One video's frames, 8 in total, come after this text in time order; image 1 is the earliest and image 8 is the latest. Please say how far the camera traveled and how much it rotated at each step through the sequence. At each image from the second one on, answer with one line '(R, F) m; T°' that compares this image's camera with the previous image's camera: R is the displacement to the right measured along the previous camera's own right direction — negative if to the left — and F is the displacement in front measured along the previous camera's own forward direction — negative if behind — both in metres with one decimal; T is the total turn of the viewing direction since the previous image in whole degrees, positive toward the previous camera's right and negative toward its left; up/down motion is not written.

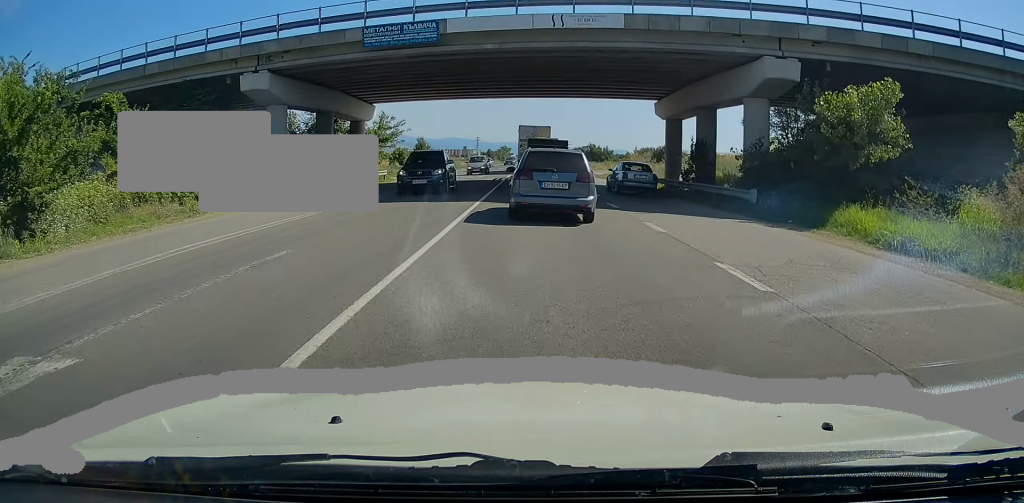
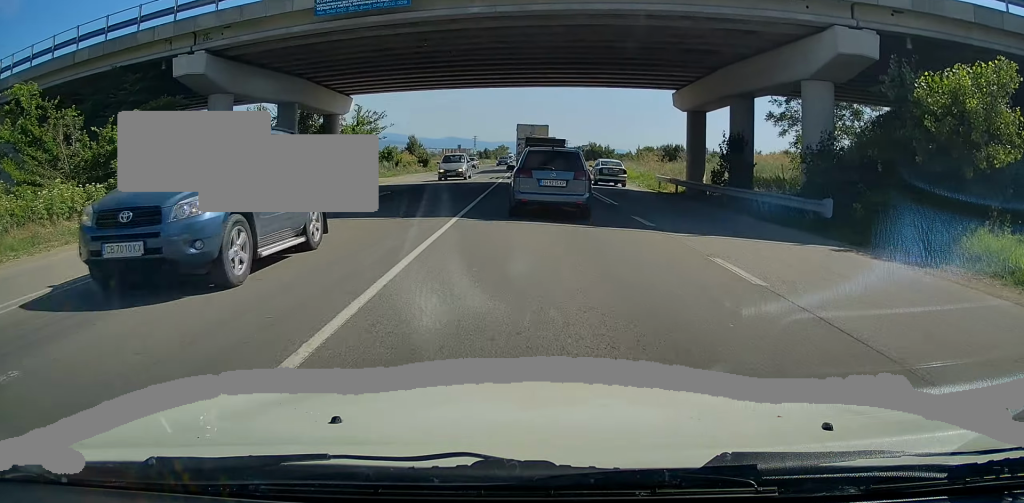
(-0.1, +5.6) m; 0°
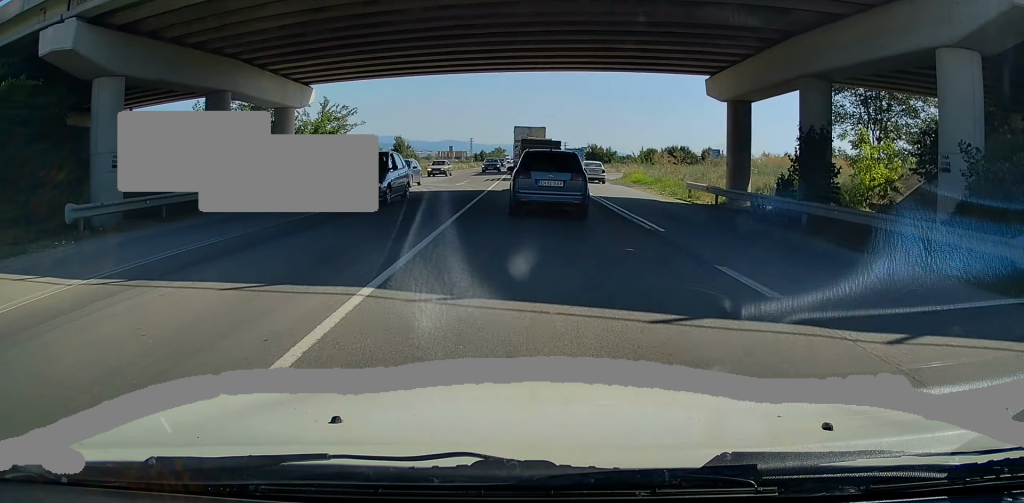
(0.0, +7.2) m; +2°
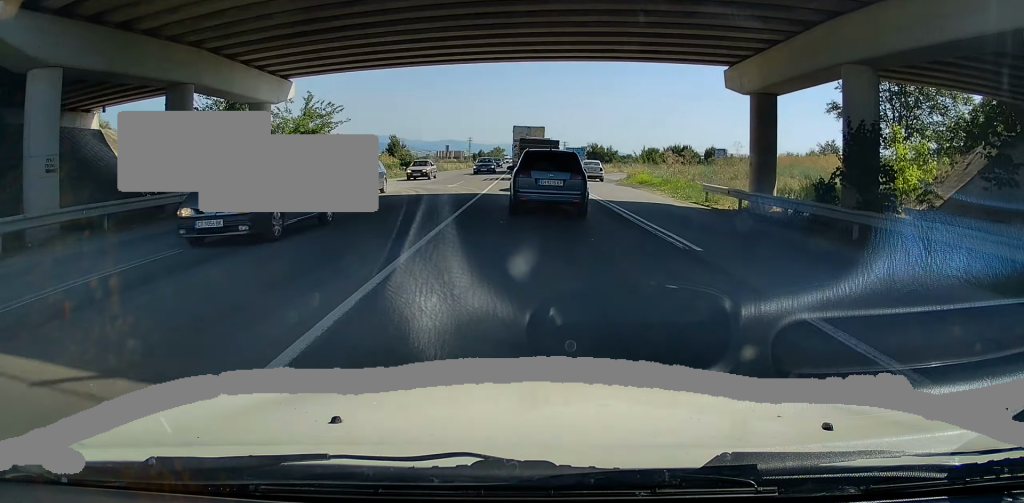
(+0.1, +2.9) m; +1°
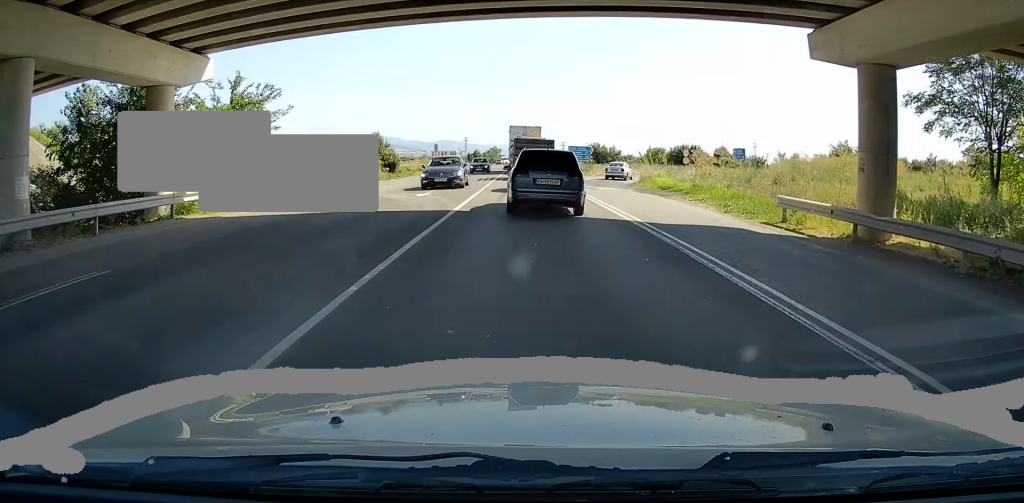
(-0.1, +8.1) m; 0°
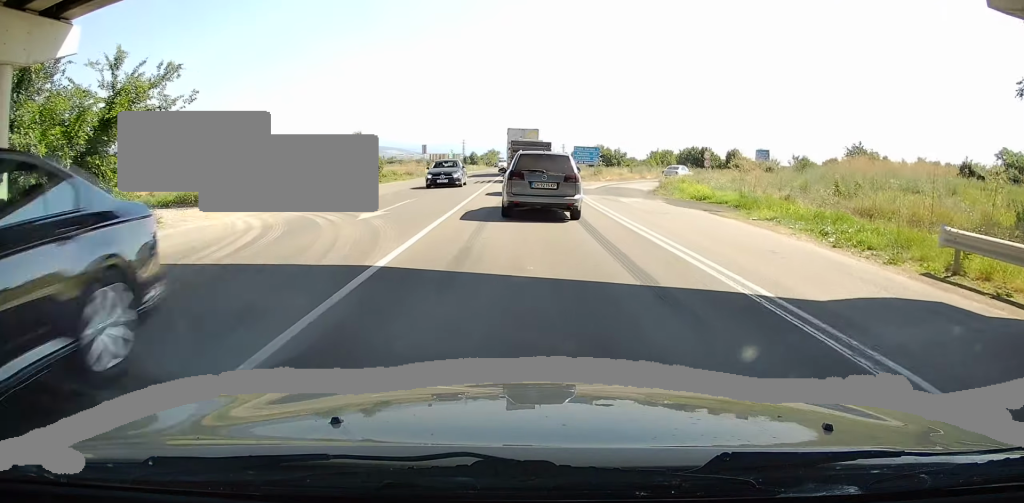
(0.0, +7.6) m; -2°
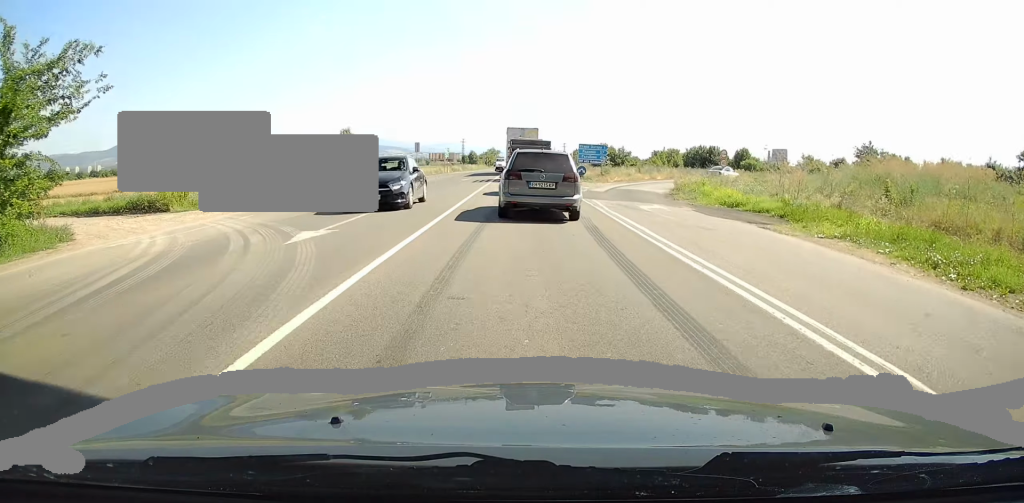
(-0.2, +4.4) m; -1°
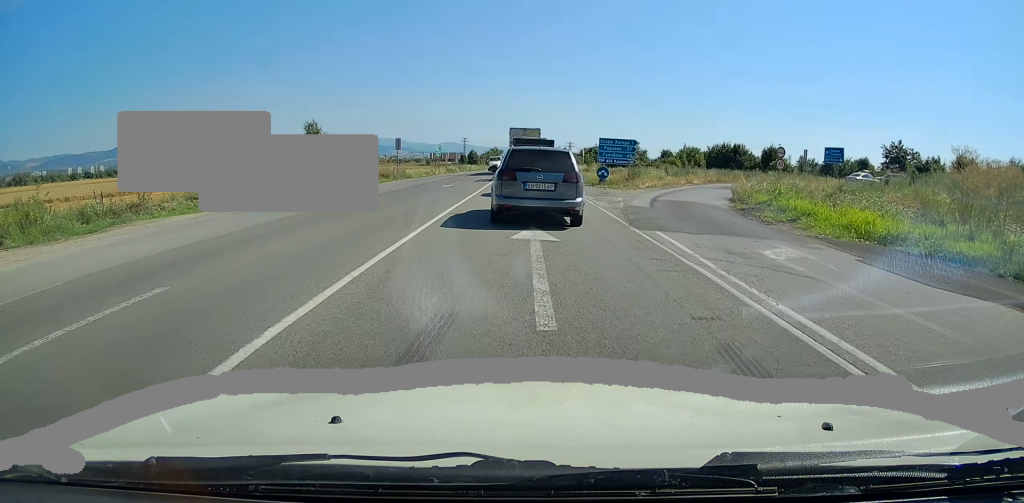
(0.0, +10.5) m; +1°
